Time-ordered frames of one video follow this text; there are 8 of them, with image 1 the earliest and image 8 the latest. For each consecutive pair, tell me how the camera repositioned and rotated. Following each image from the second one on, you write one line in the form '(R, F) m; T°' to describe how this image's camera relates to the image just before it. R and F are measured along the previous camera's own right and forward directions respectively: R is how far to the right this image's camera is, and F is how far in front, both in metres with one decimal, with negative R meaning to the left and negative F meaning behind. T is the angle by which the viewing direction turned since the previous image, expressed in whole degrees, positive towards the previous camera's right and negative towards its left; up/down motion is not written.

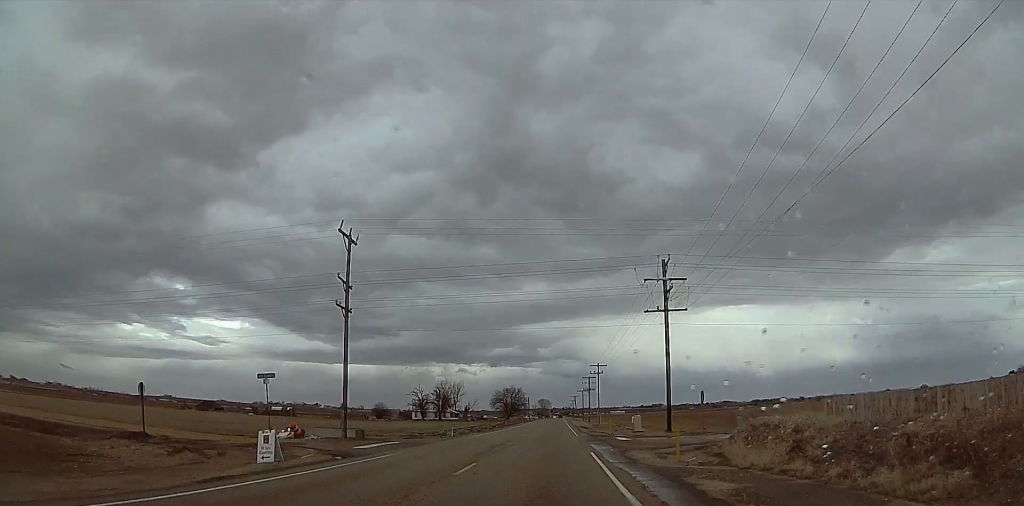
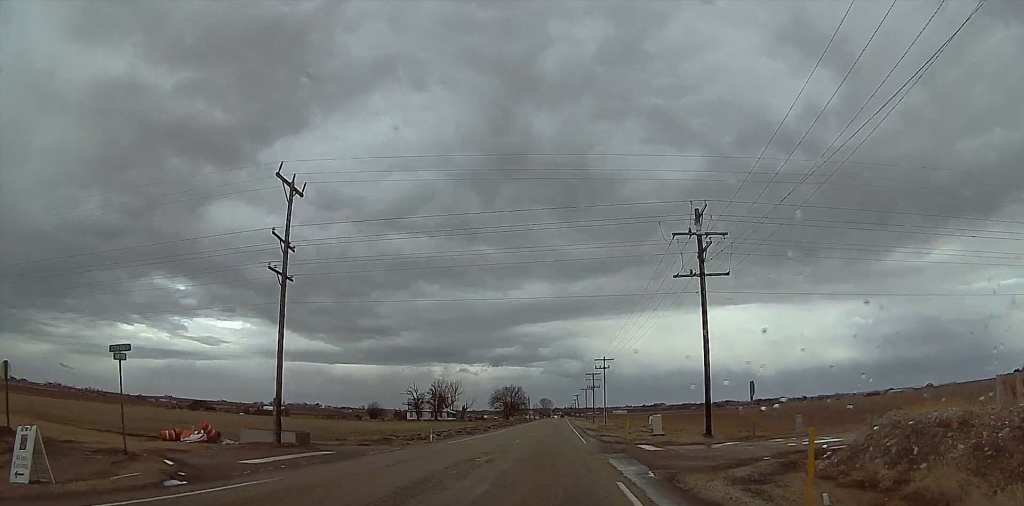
(0.0, +11.5) m; 0°
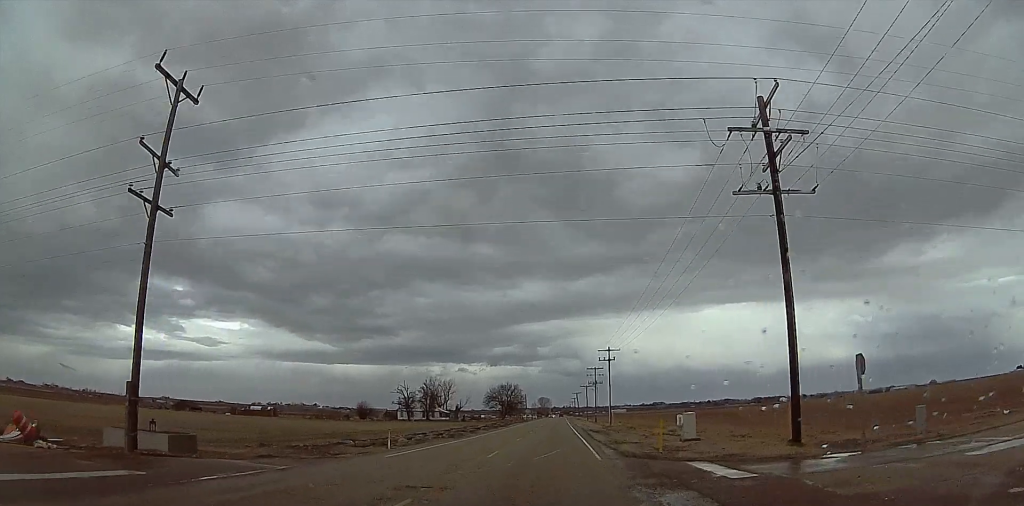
(0.0, +12.8) m; 0°
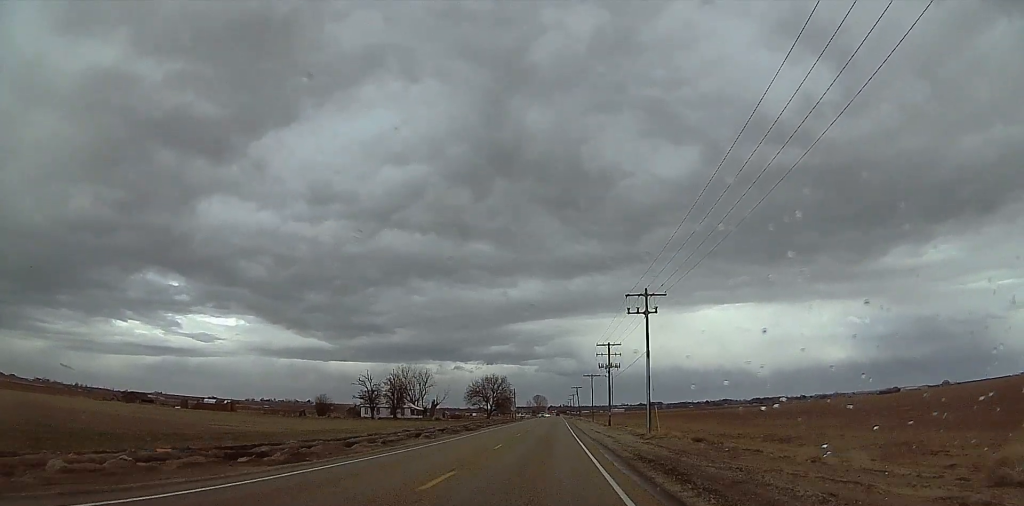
(0.0, +40.6) m; 0°
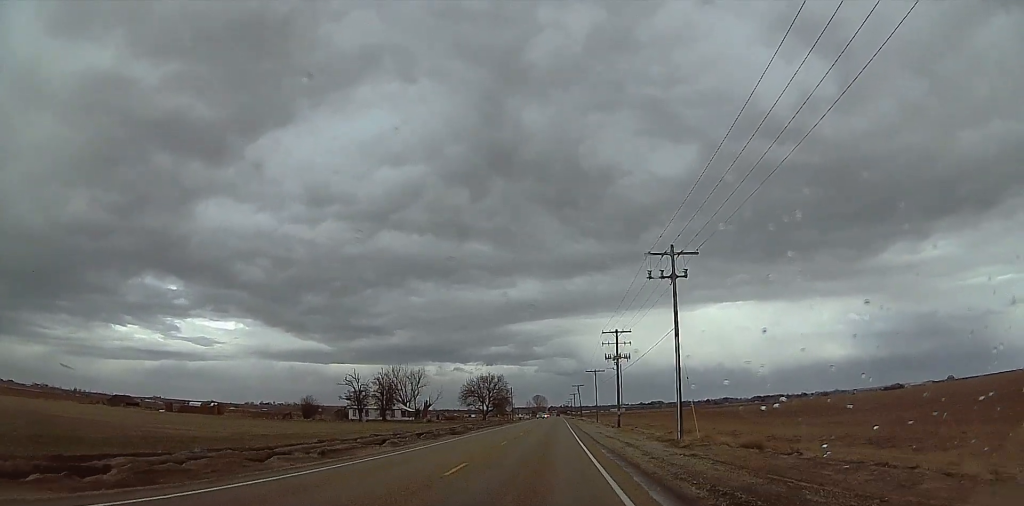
(0.0, +11.9) m; 0°
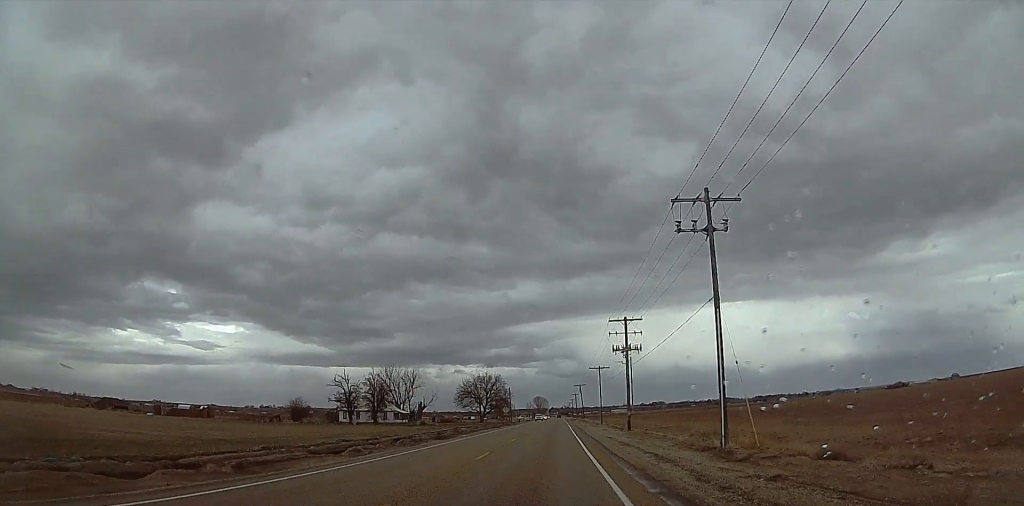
(0.0, +9.1) m; 0°
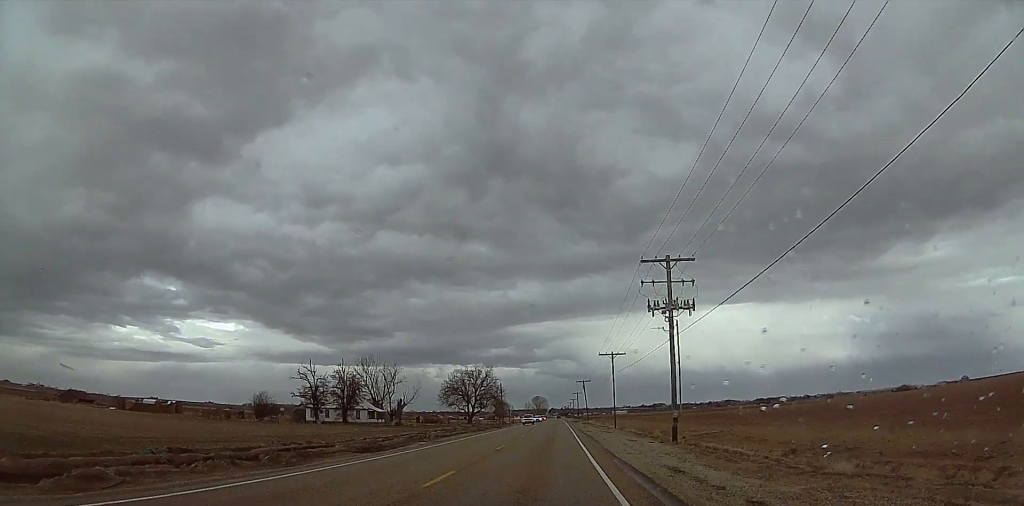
(0.0, +23.5) m; 0°
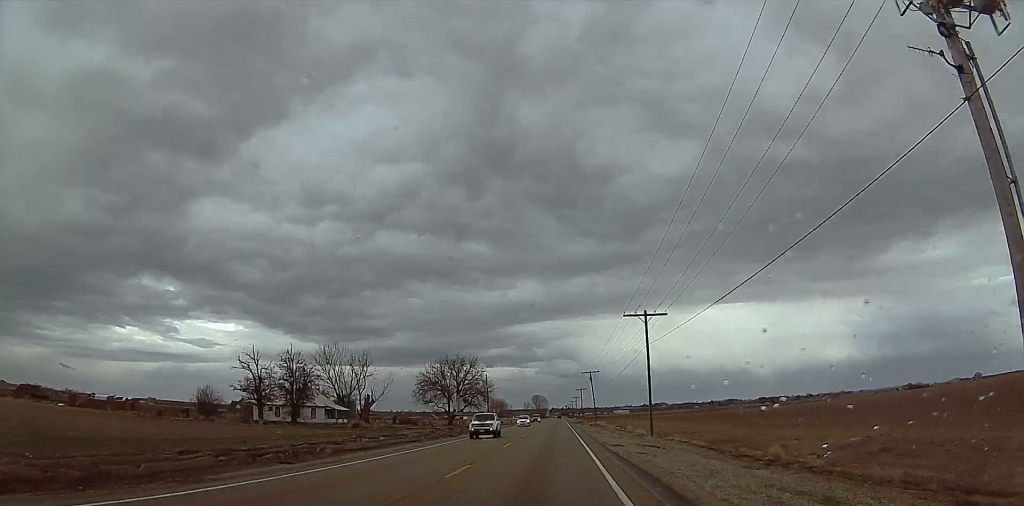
(0.0, +28.2) m; 0°
